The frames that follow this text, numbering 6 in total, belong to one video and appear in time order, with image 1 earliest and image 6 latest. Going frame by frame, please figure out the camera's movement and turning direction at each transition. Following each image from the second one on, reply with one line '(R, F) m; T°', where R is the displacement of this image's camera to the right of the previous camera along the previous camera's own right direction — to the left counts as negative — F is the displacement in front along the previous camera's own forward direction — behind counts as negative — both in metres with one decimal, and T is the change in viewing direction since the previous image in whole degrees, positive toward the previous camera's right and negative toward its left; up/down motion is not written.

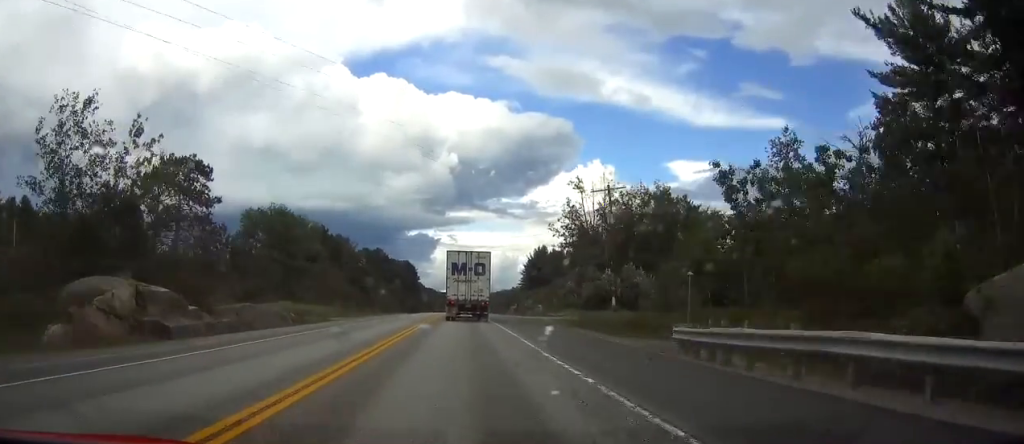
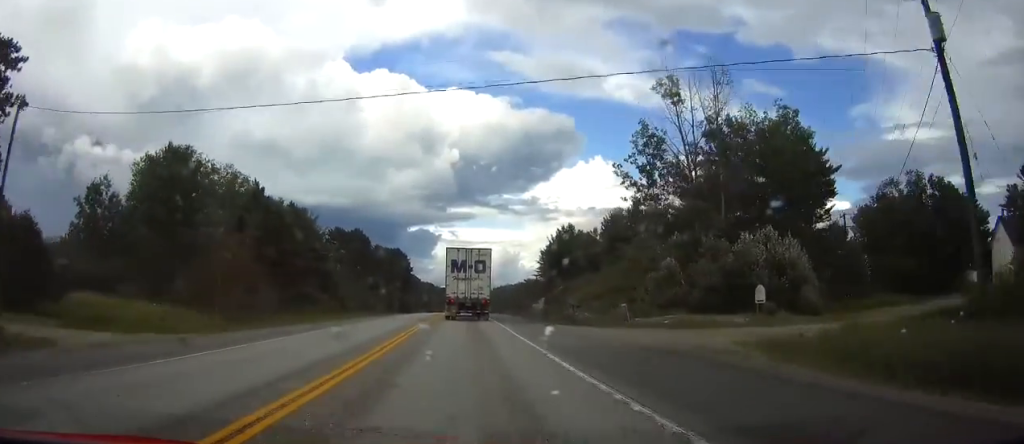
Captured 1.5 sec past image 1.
(0.0, +40.9) m; 0°
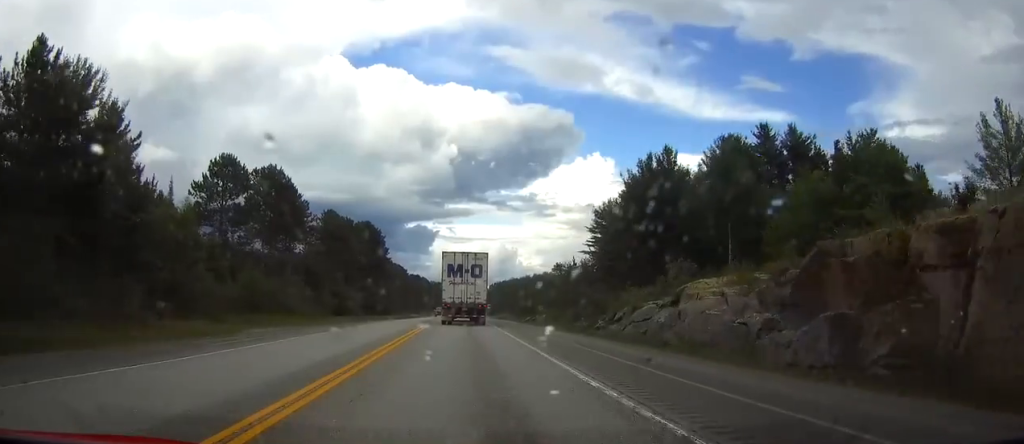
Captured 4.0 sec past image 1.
(+0.2, +66.8) m; 0°
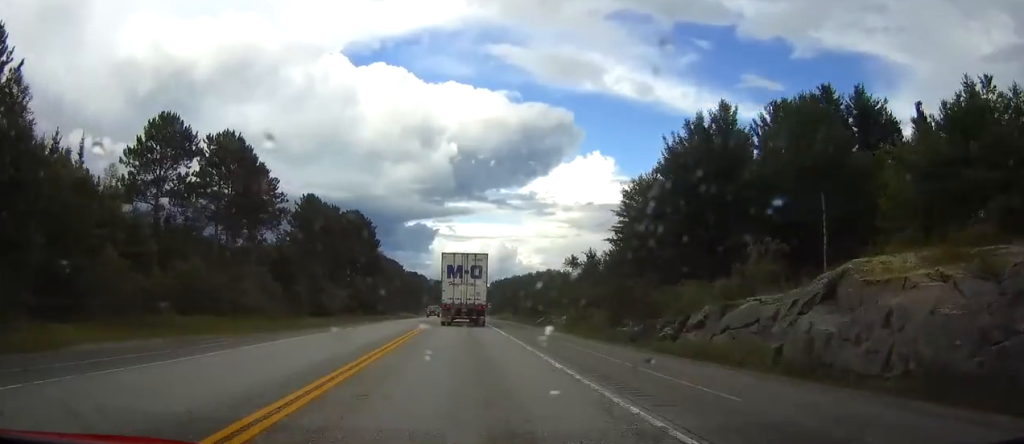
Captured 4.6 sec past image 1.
(+0.1, +16.4) m; 0°
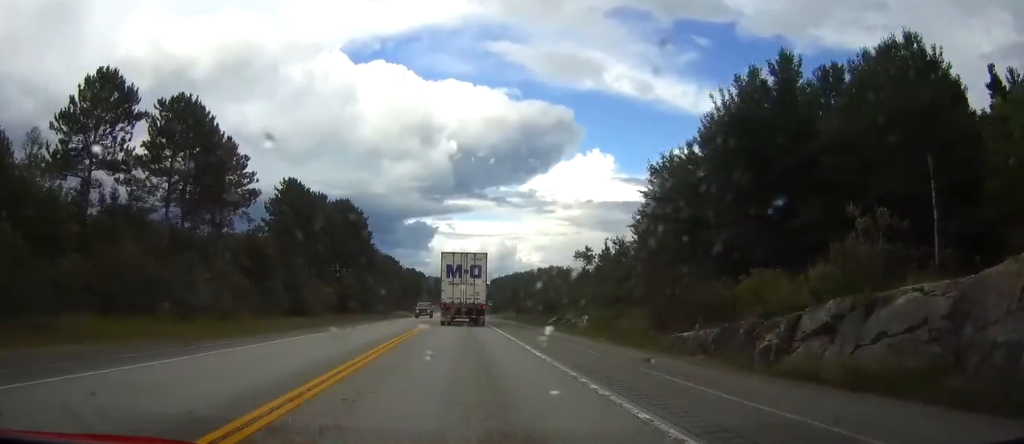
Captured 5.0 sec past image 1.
(0.0, +11.9) m; 0°
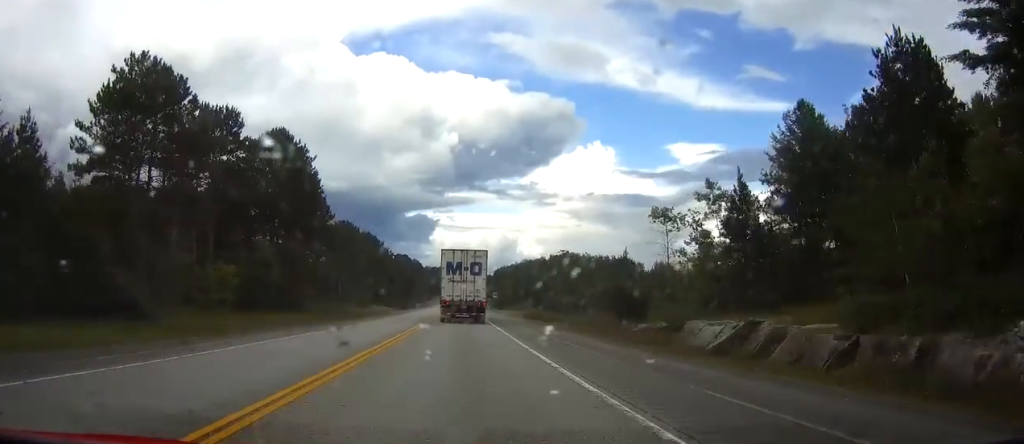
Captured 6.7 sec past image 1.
(-0.1, +48.0) m; 0°
